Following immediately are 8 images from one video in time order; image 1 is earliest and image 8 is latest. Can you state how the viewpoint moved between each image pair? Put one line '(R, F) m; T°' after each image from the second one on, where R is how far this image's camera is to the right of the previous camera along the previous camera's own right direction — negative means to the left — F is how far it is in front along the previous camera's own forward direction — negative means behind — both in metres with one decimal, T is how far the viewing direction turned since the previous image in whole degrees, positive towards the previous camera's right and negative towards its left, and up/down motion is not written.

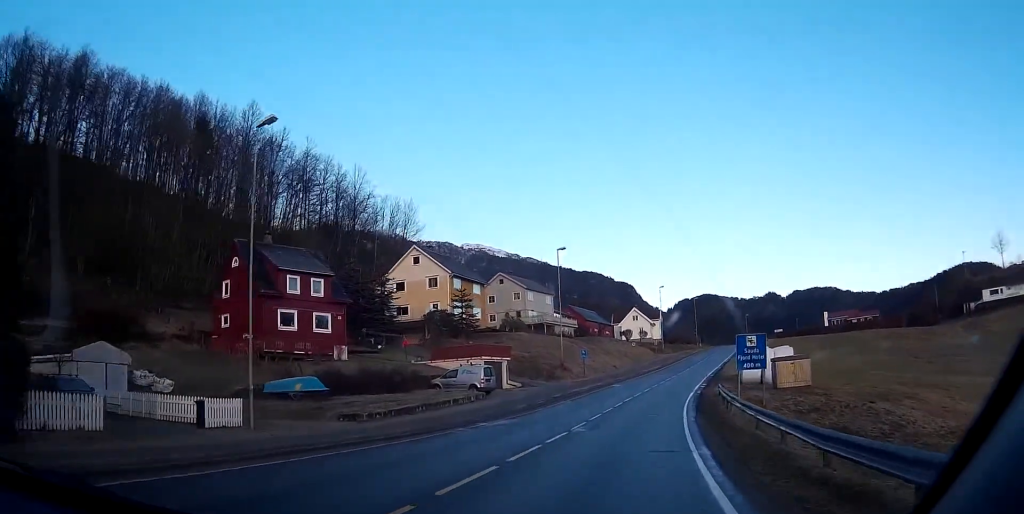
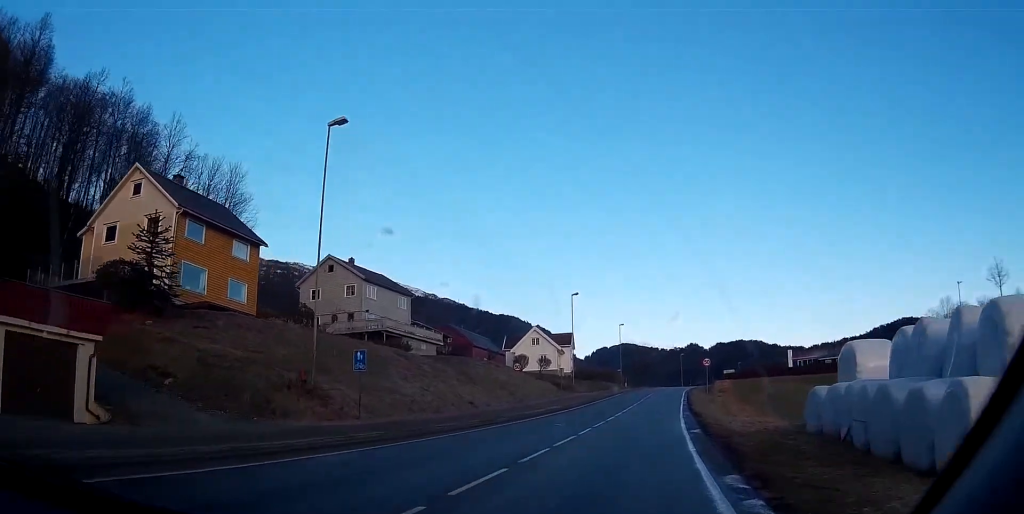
(+3.2, +38.5) m; +9°
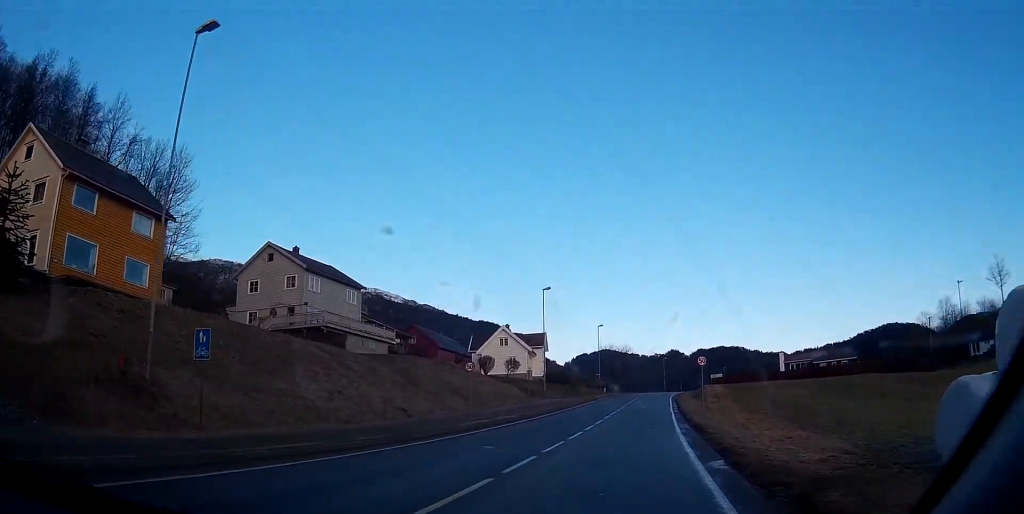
(-0.1, +9.3) m; +2°
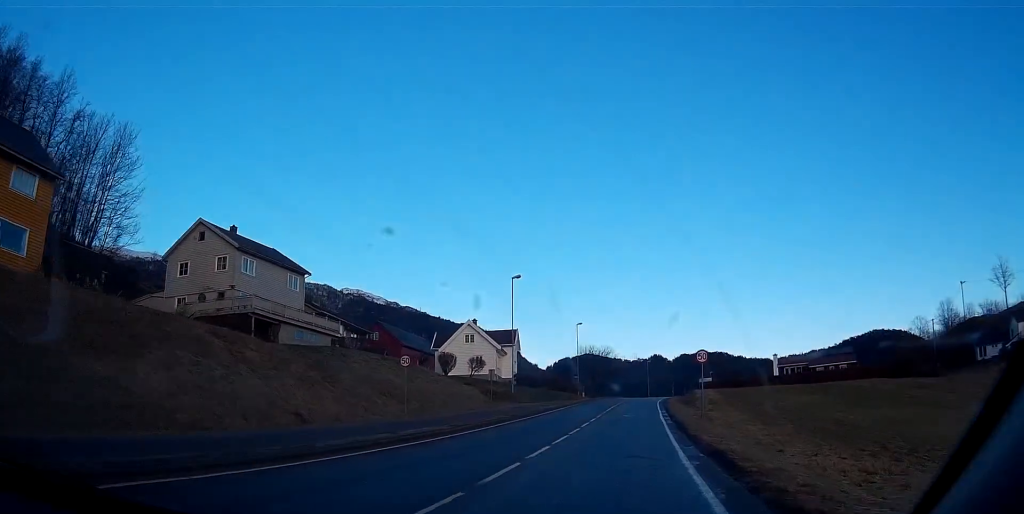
(+0.1, +9.2) m; +2°
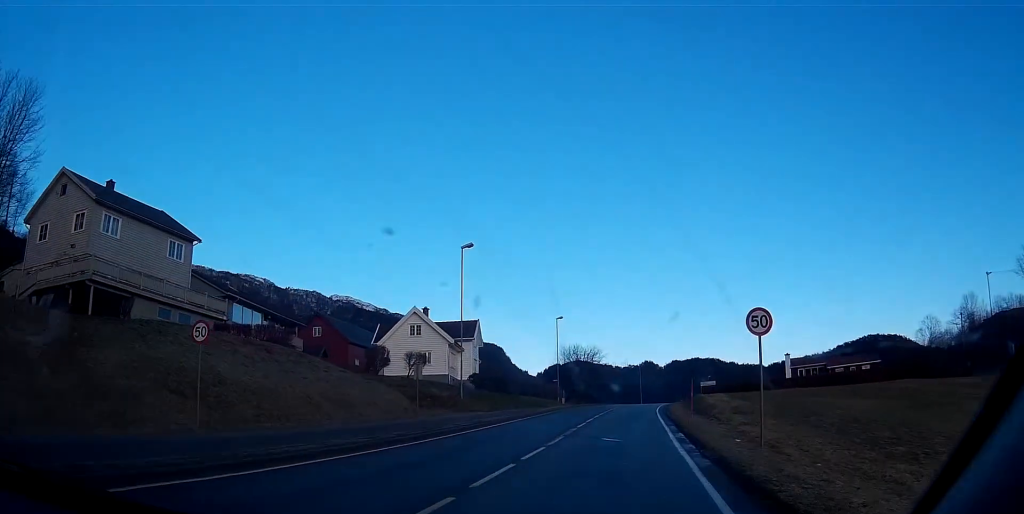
(+0.7, +16.2) m; +3°
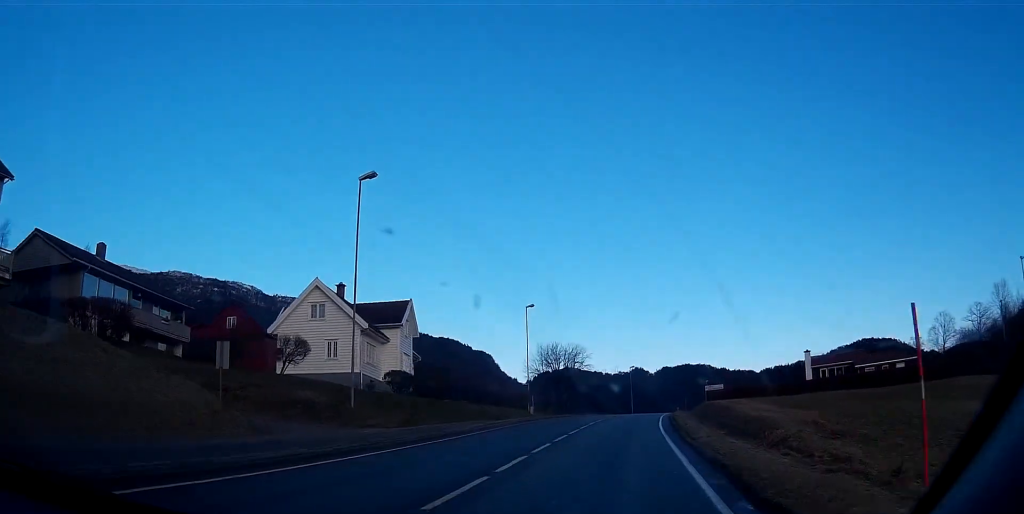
(+0.1, +17.3) m; 0°
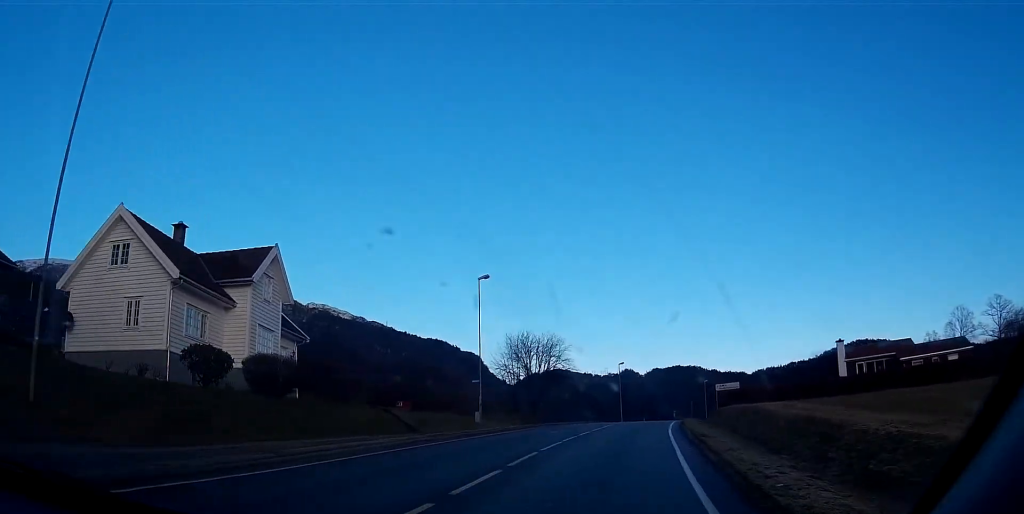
(0.0, +17.9) m; 0°
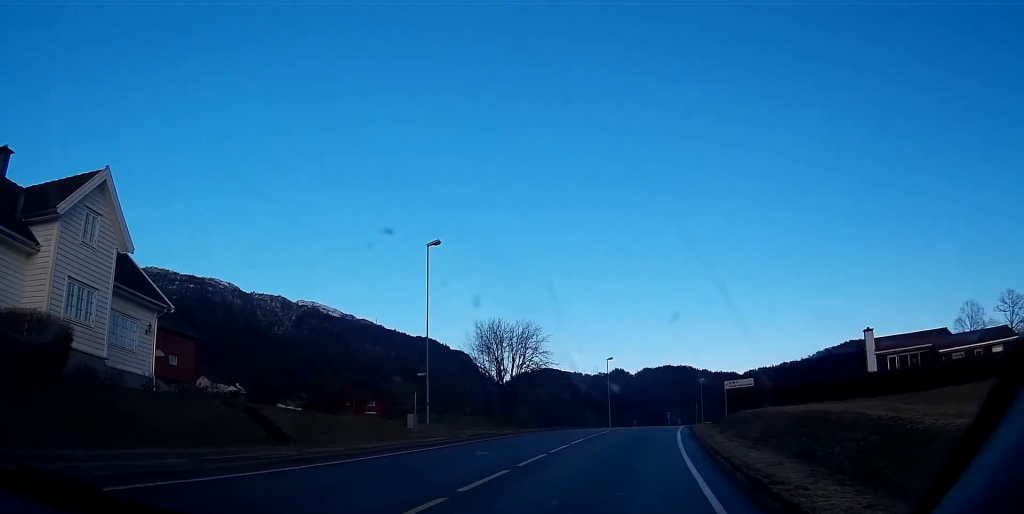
(-0.1, +11.5) m; +1°
